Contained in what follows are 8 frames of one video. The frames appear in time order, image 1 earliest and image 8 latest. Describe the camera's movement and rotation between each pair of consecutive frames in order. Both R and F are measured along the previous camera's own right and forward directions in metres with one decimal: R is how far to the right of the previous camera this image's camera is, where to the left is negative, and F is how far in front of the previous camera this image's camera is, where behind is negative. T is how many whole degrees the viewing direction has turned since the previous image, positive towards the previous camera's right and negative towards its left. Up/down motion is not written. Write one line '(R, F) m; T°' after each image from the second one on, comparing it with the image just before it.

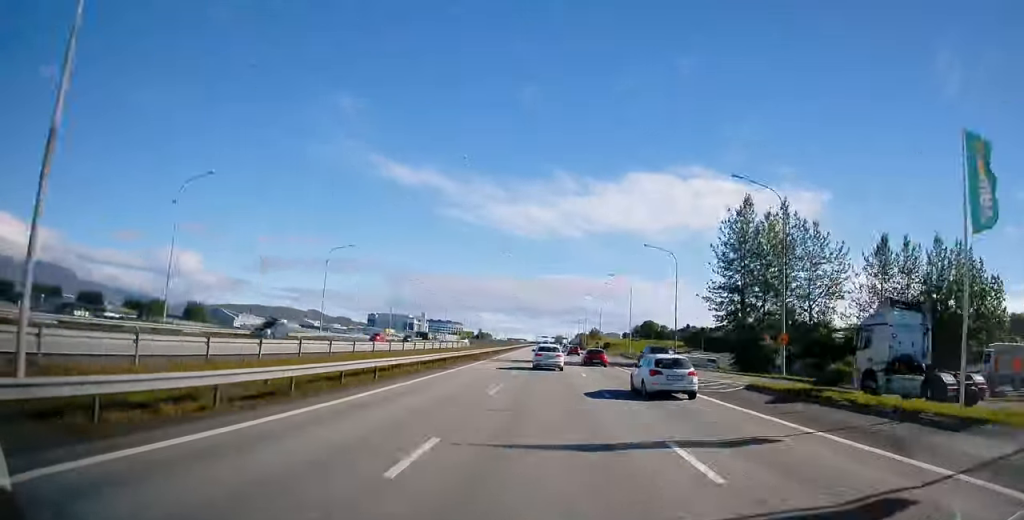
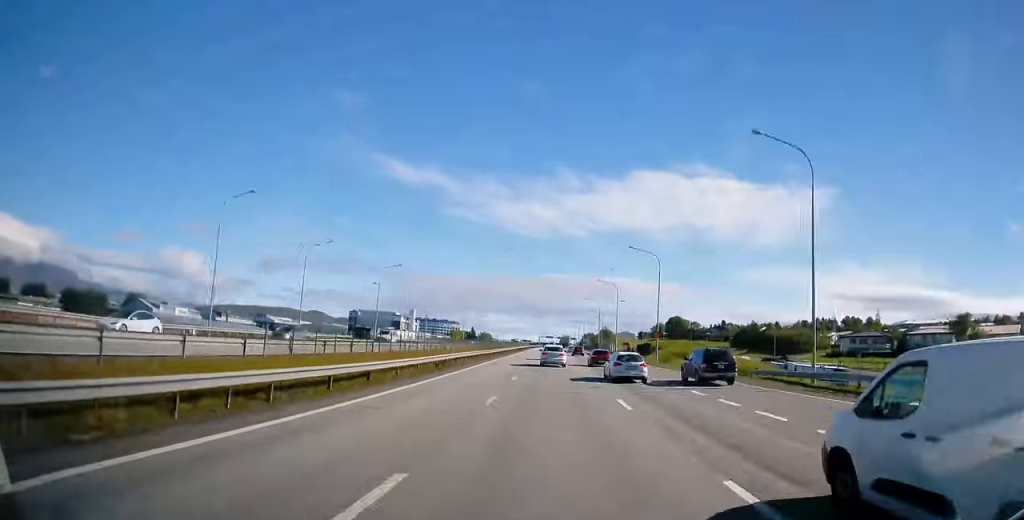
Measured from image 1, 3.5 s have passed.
(+0.1, +62.8) m; 0°
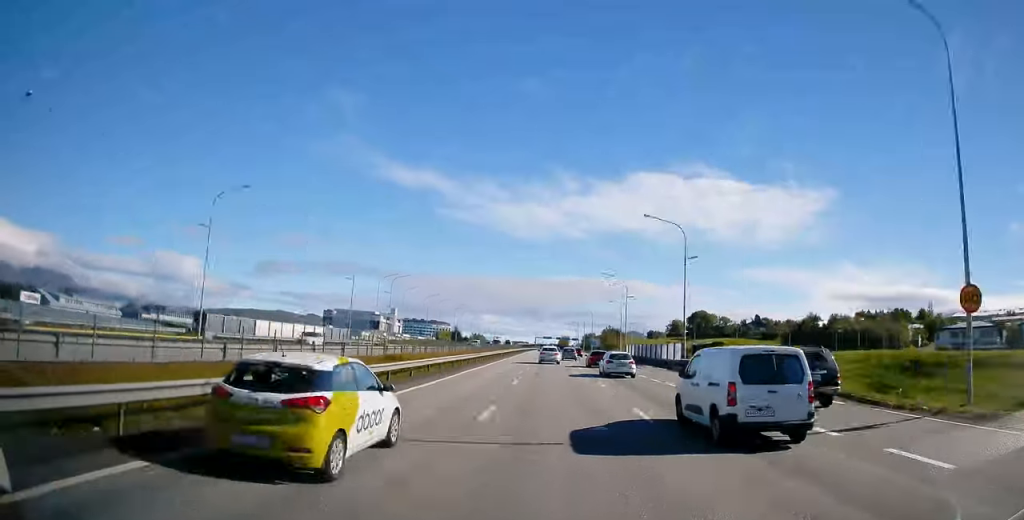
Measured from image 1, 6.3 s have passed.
(0.0, +51.7) m; 0°
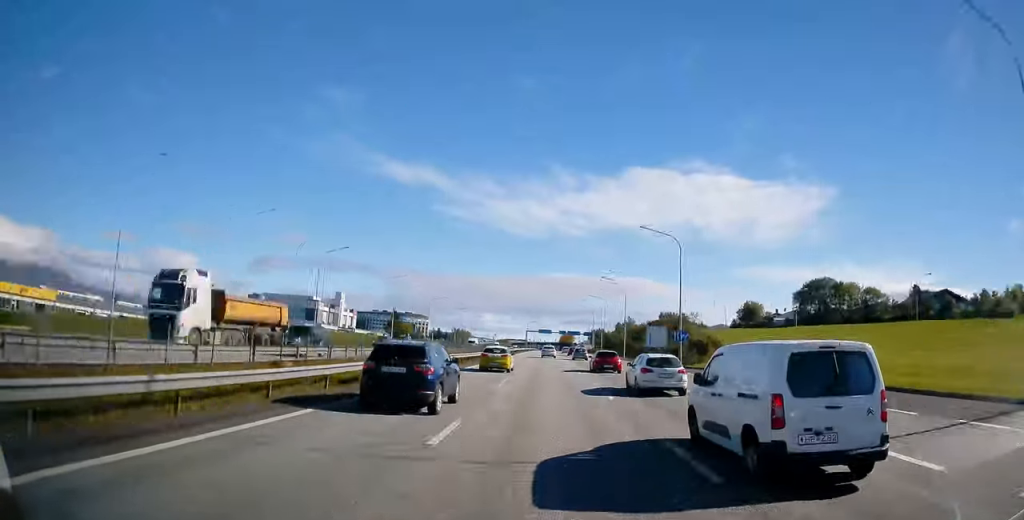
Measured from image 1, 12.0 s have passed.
(-0.5, +110.2) m; -1°
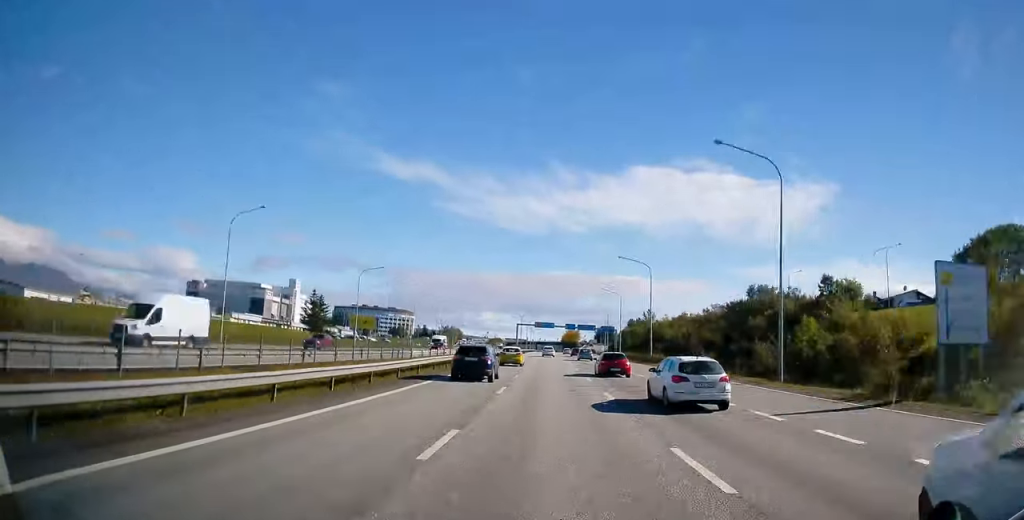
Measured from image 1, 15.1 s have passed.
(-0.1, +61.5) m; 0°
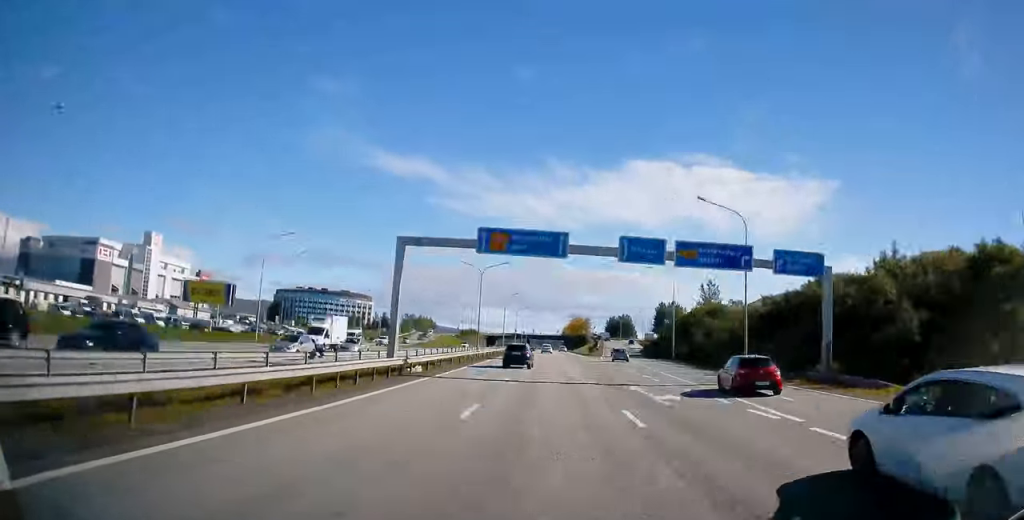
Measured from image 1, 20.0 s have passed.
(+0.6, +102.4) m; +1°
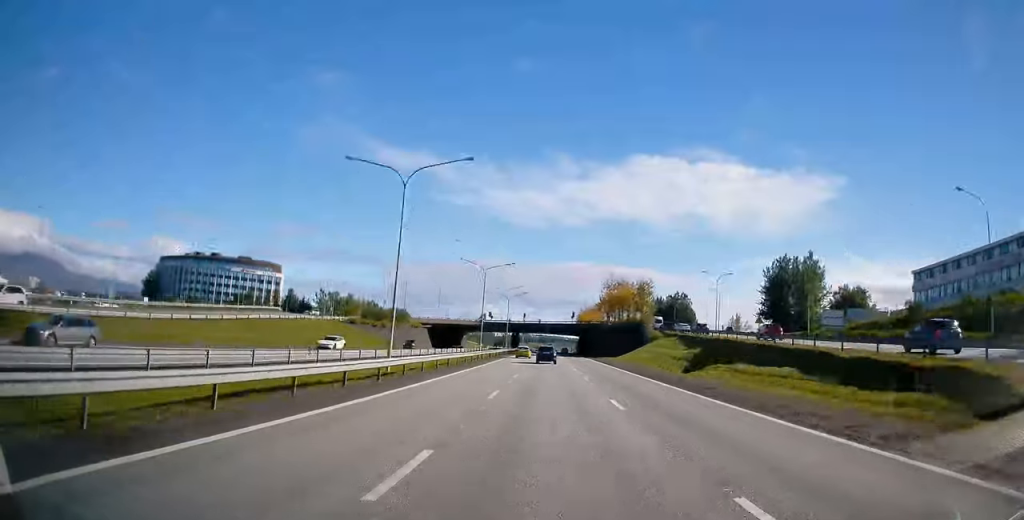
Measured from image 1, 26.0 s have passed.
(+0.1, +128.2) m; 0°
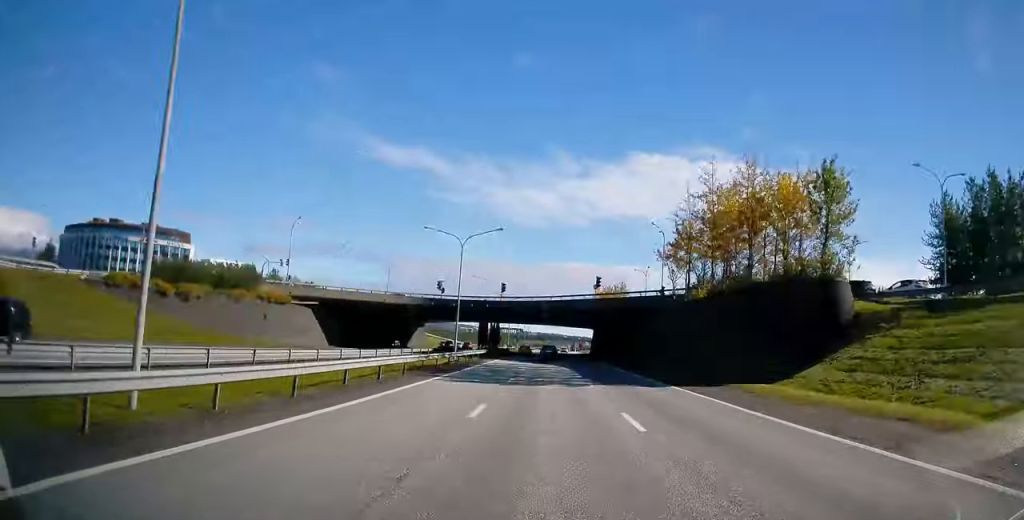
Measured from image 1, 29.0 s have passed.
(-0.4, +63.5) m; 0°
